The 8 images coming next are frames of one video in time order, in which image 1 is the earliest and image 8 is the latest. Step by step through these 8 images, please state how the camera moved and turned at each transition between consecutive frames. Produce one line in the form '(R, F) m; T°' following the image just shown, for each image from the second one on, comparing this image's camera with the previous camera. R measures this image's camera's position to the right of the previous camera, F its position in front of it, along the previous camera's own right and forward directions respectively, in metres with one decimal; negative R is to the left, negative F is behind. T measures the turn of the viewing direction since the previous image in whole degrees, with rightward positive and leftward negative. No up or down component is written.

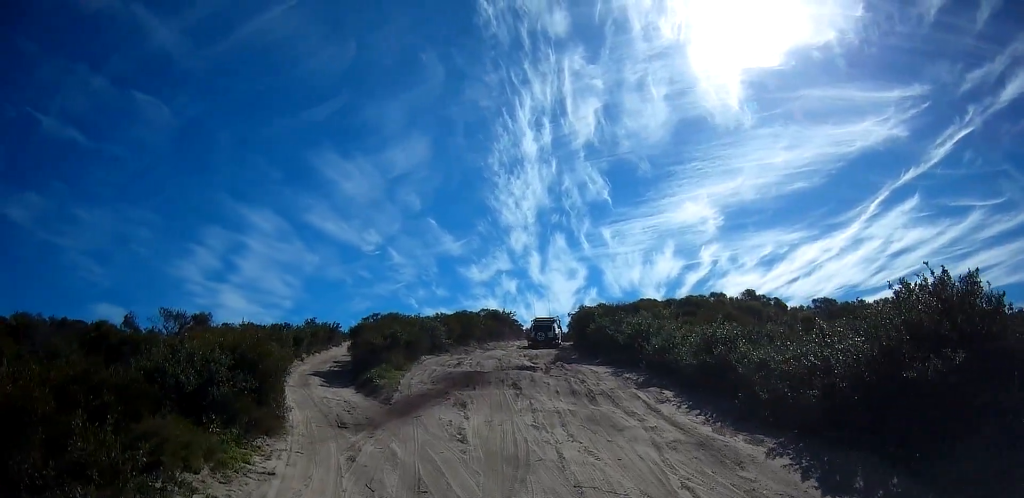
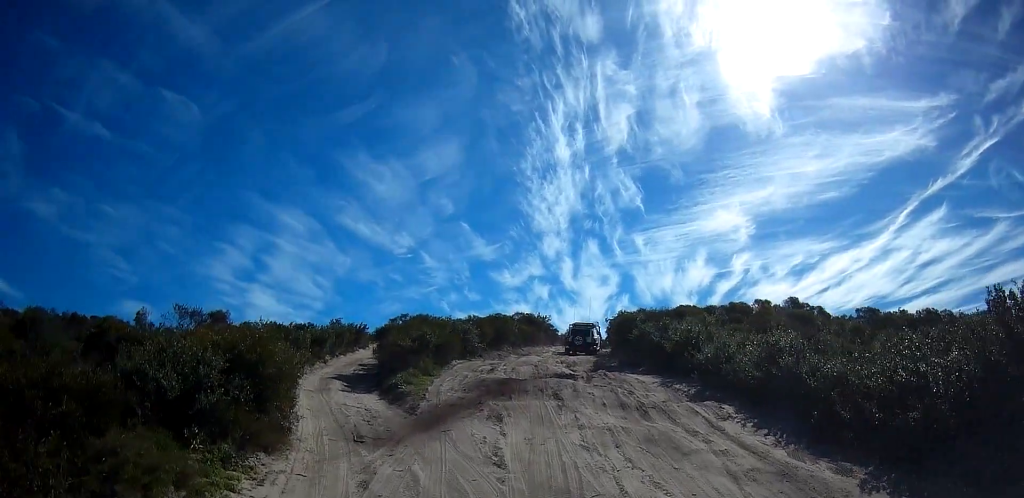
(-0.1, +1.5) m; -4°
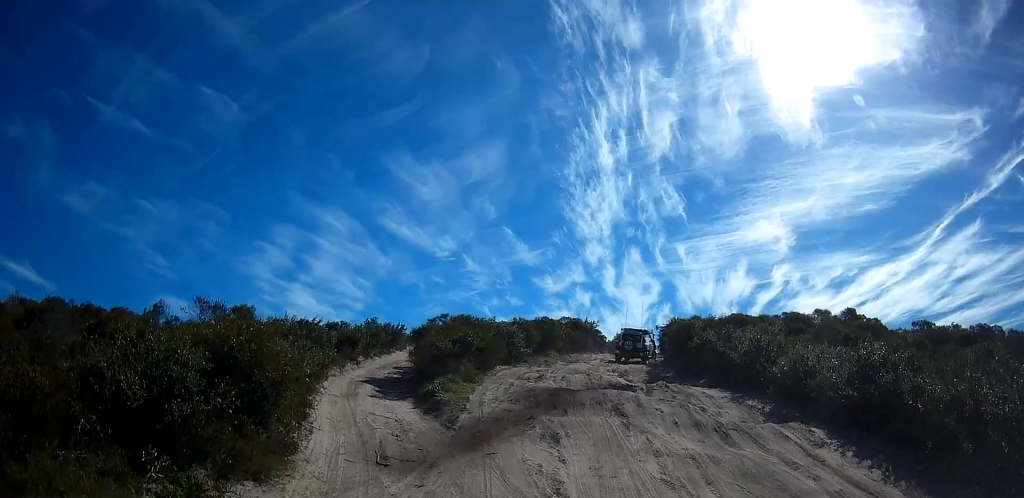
(-0.1, +1.9) m; -3°
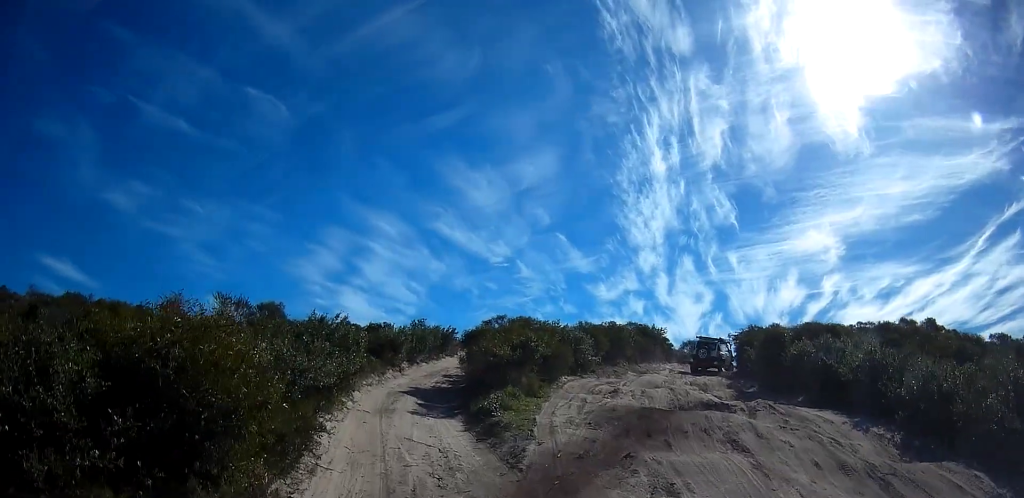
(-0.1, +3.1) m; -2°
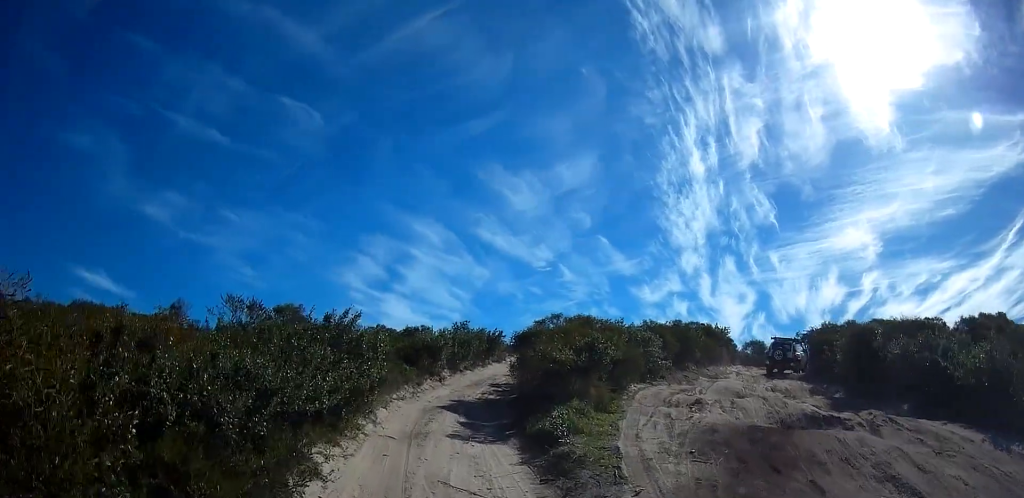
(0.0, +2.6) m; -4°
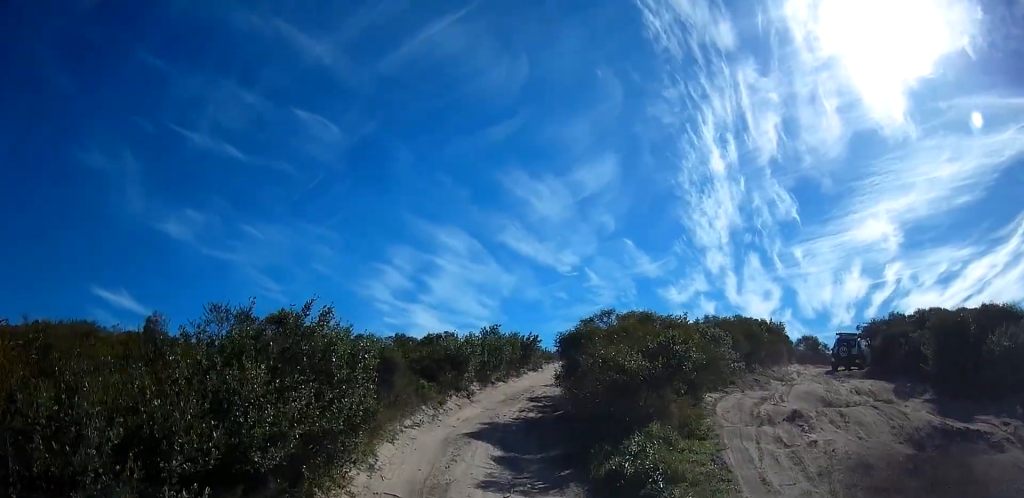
(-0.4, +2.8) m; +1°
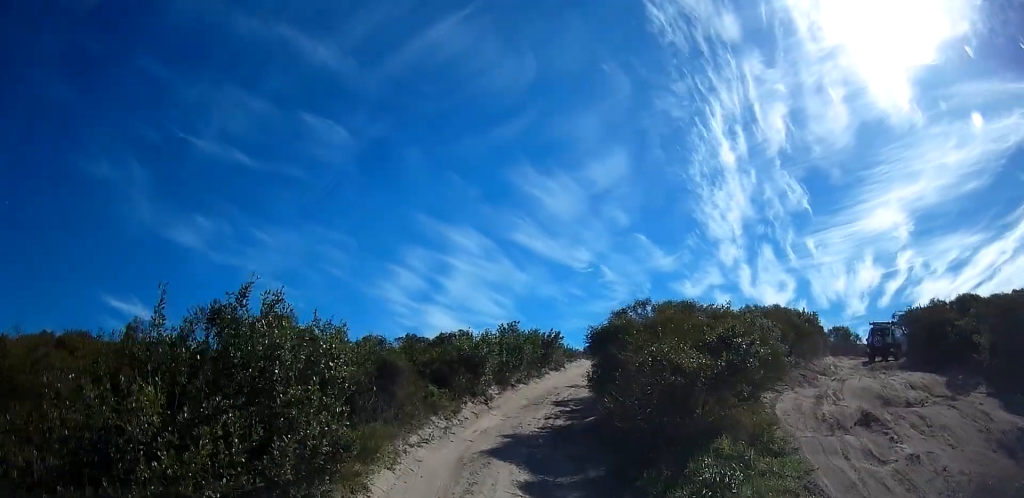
(+0.2, +1.6) m; +4°
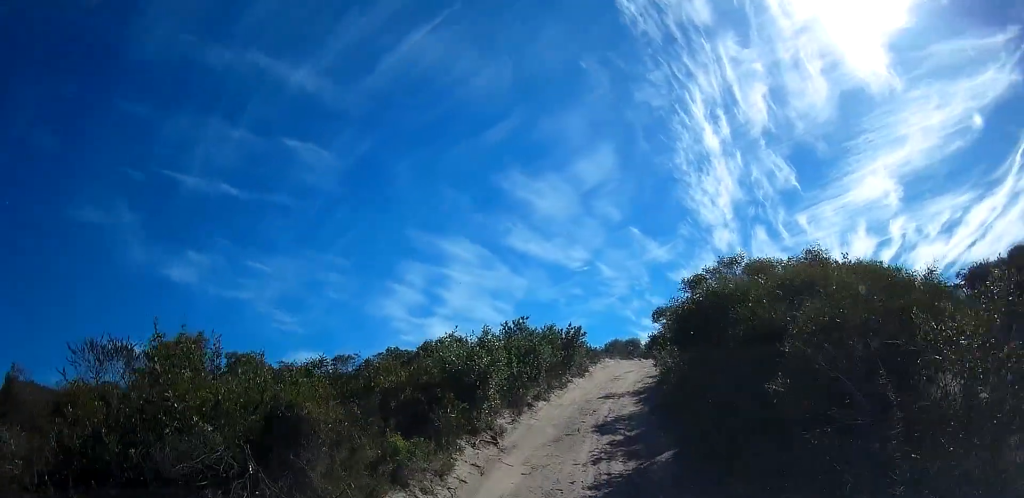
(+0.4, +4.4) m; +7°
